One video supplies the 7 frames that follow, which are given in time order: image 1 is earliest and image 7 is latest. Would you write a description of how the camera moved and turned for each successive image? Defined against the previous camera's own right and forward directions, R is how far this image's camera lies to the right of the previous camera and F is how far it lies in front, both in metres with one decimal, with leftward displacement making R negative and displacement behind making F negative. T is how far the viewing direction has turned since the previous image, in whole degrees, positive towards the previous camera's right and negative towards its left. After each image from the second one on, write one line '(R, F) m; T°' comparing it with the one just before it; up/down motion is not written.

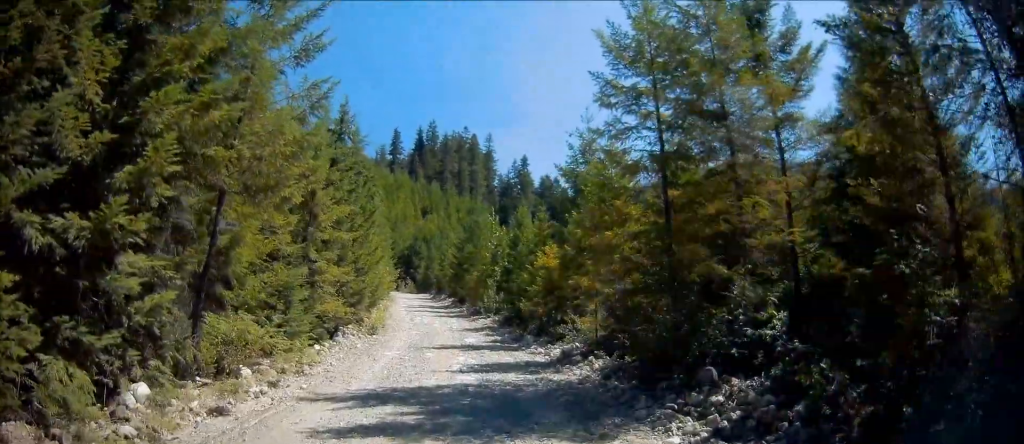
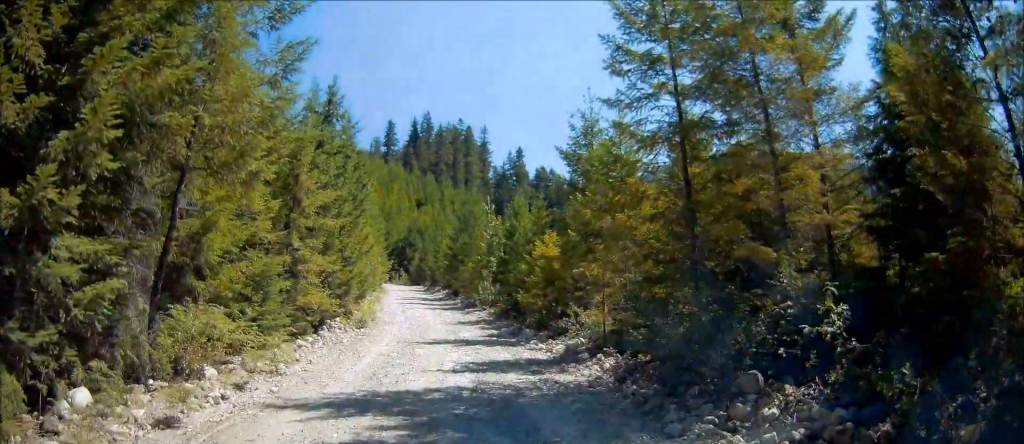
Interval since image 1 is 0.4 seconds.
(0.0, +1.6) m; 0°
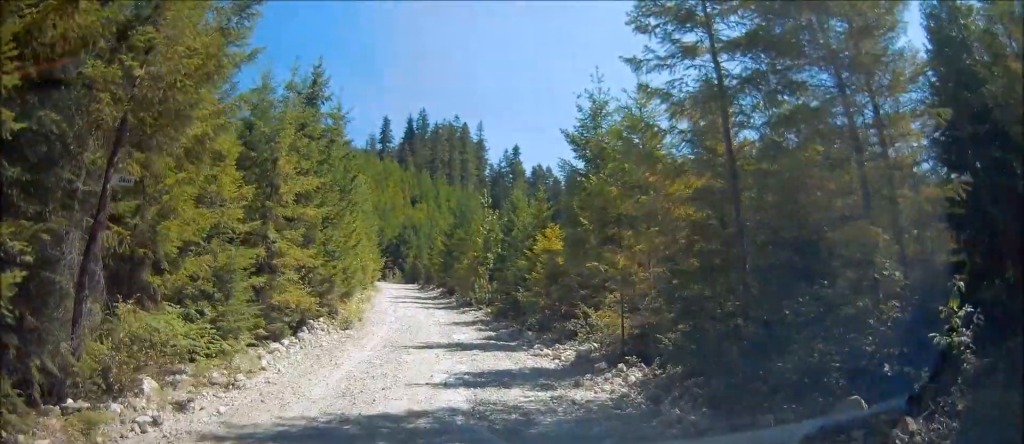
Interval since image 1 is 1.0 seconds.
(0.0, +2.3) m; 0°
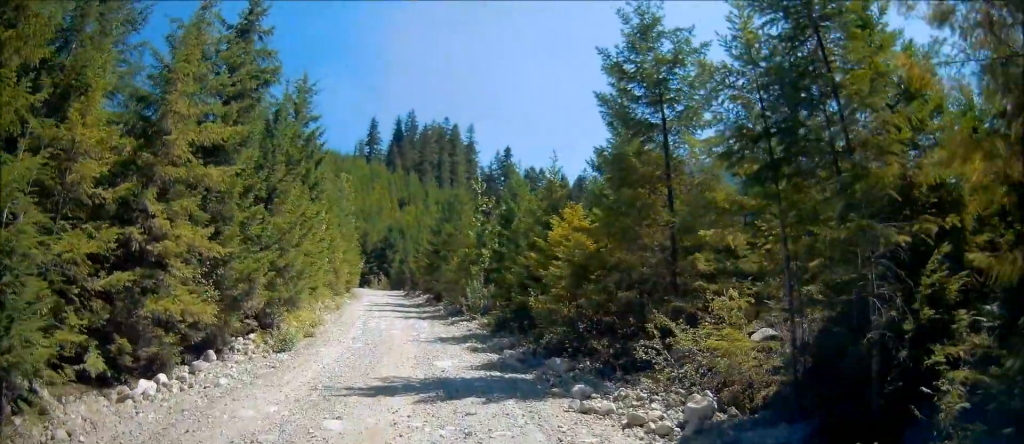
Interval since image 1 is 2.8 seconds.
(+0.6, +7.2) m; +8°
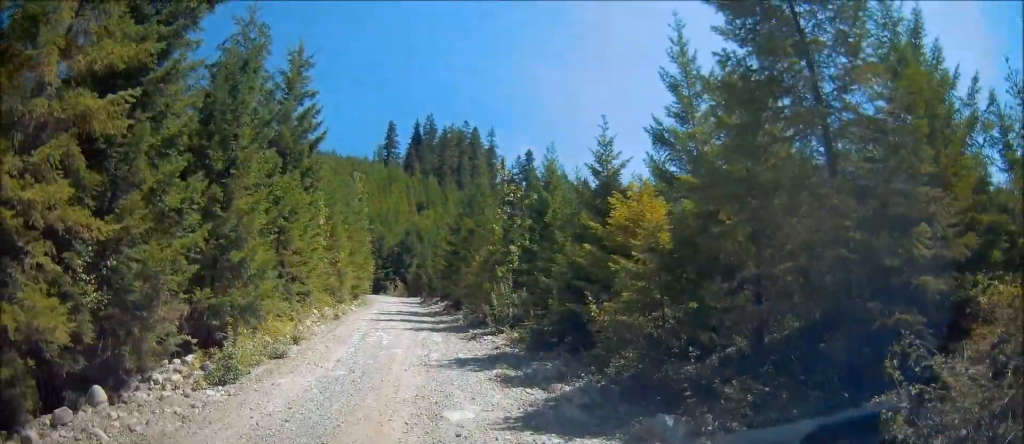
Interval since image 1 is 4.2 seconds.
(-0.2, +5.3) m; 0°
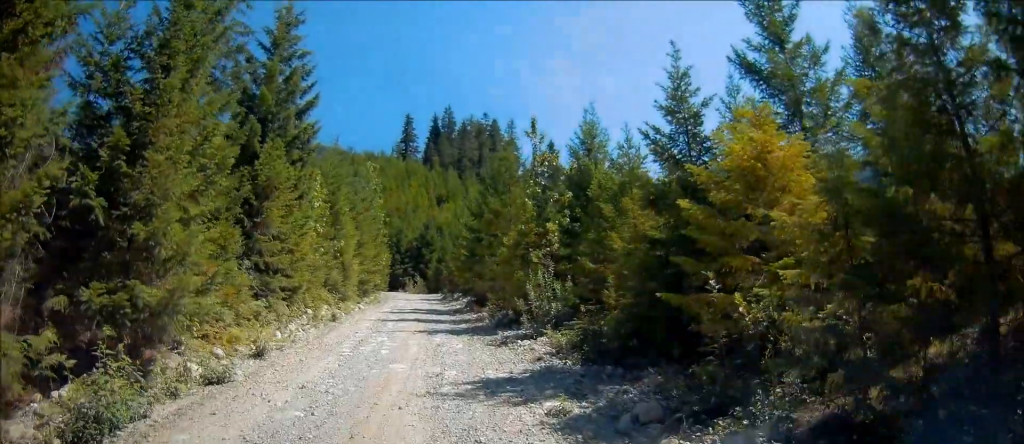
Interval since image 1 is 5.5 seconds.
(0.0, +5.1) m; -8°
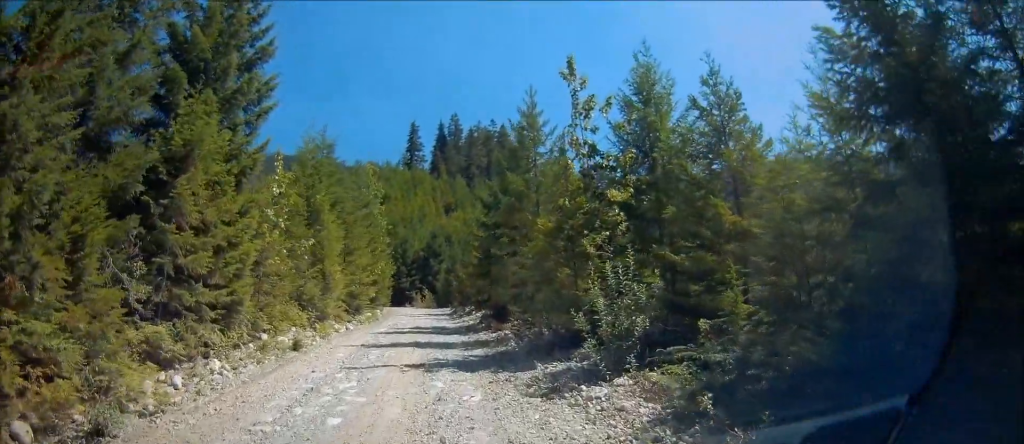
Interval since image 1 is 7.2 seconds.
(-0.9, +6.5) m; -12°
